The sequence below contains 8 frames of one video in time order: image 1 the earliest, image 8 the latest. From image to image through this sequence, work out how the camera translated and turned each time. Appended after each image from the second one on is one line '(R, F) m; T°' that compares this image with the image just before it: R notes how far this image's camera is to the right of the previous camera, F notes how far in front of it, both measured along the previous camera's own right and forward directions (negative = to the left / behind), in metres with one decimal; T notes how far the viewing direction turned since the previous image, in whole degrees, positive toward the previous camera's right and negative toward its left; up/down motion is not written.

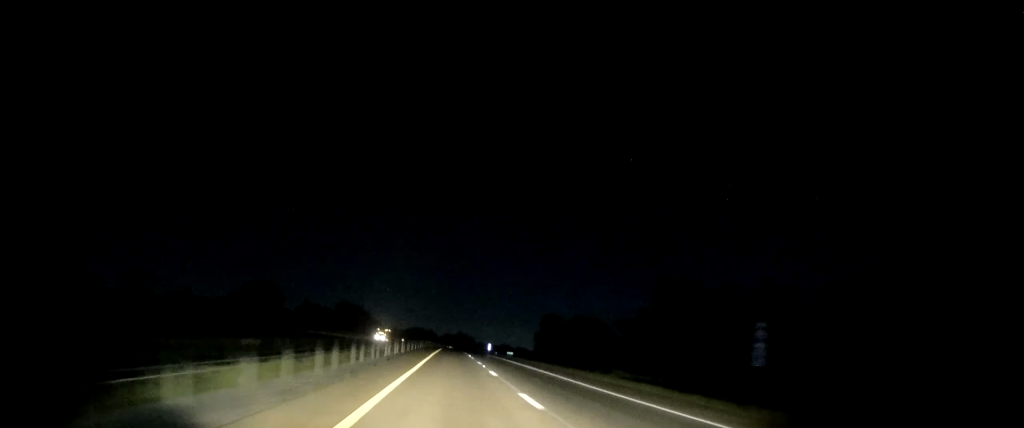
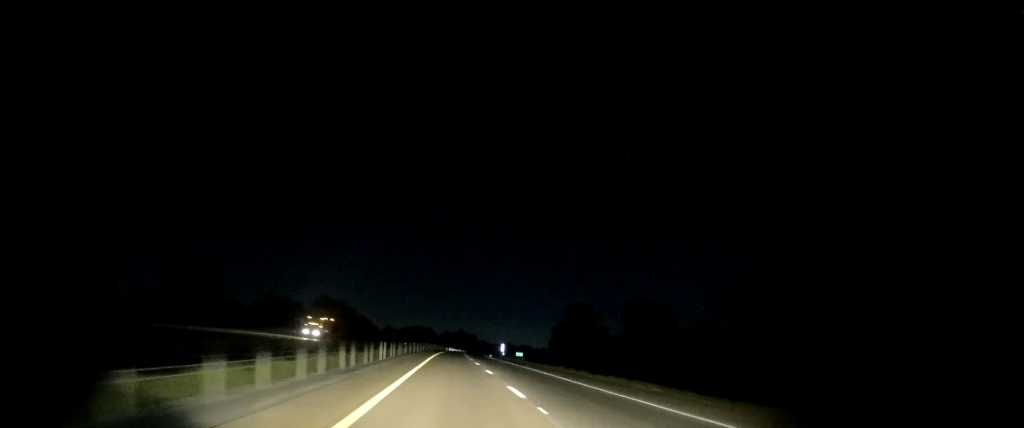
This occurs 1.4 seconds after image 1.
(+0.5, +45.1) m; 0°
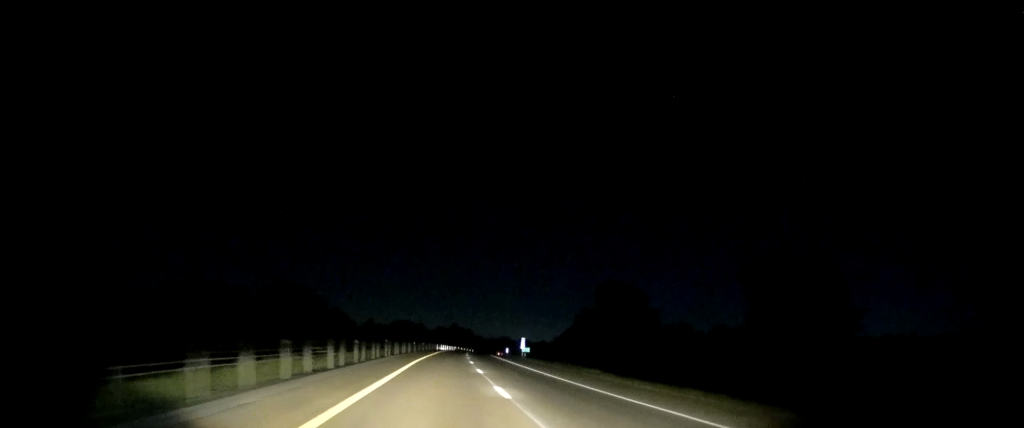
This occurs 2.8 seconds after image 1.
(-0.7, +48.4) m; 0°
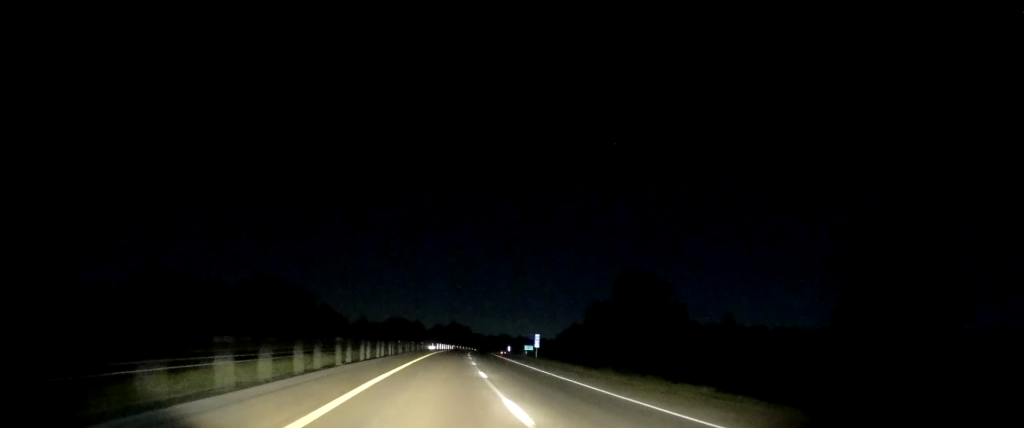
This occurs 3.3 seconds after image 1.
(+0.1, +16.8) m; +1°
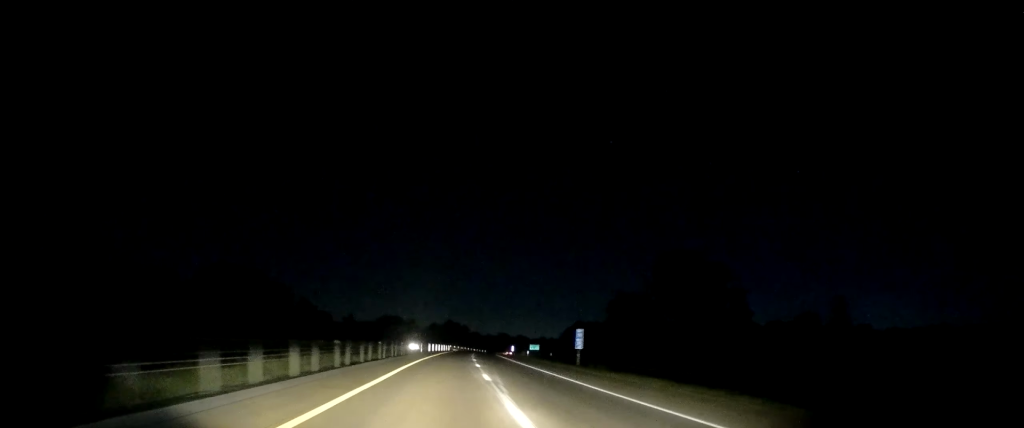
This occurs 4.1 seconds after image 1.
(+0.4, +25.9) m; +1°
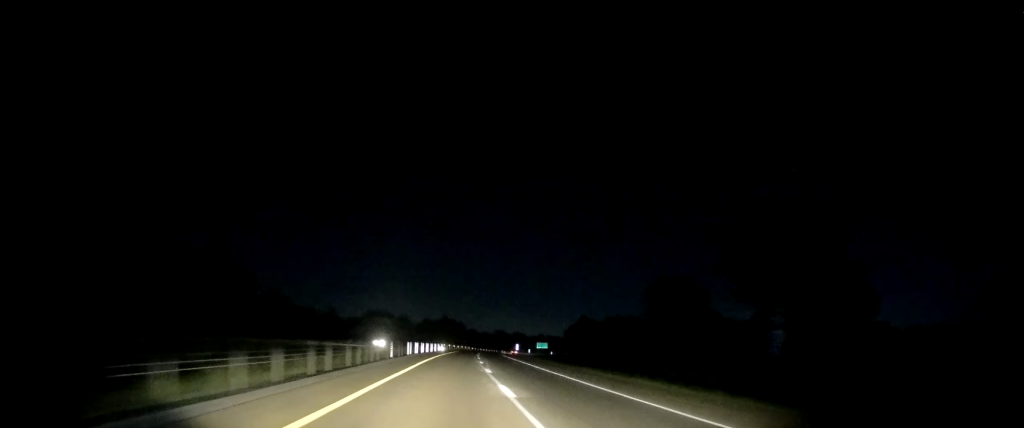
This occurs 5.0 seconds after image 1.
(0.0, +30.6) m; 0°
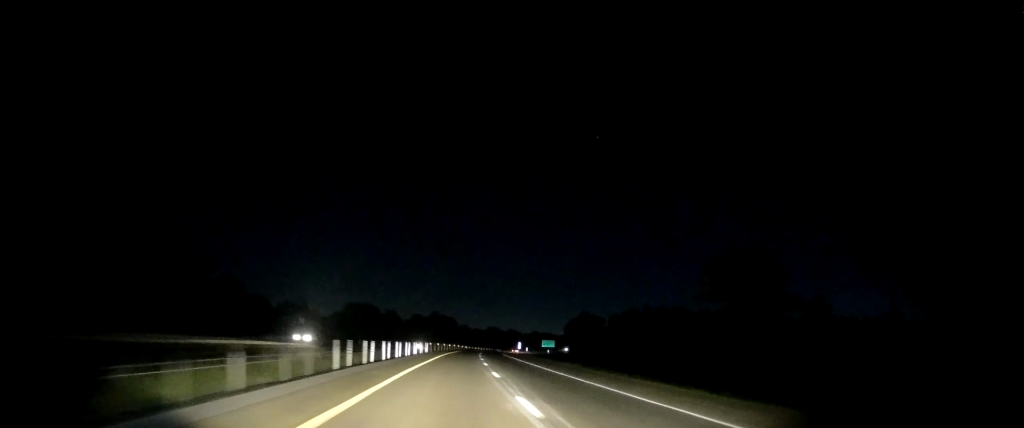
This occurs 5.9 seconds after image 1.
(-0.2, +29.2) m; 0°
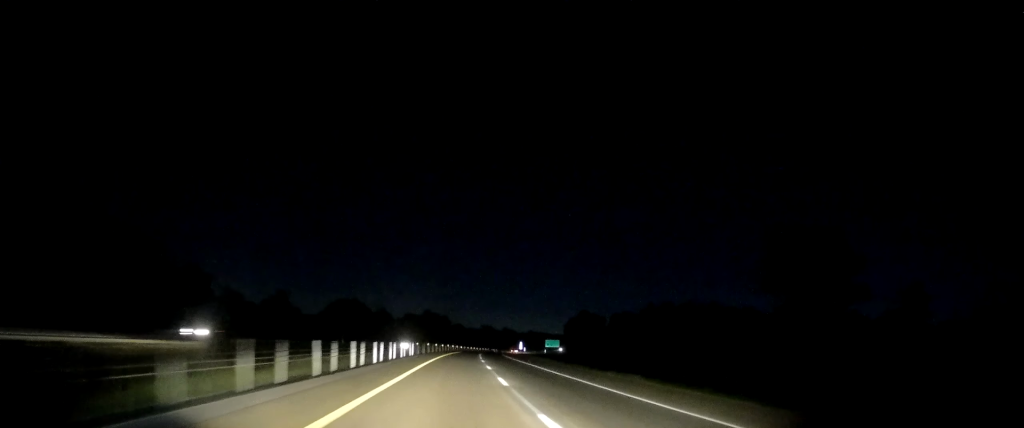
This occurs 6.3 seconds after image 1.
(0.0, +15.8) m; 0°
